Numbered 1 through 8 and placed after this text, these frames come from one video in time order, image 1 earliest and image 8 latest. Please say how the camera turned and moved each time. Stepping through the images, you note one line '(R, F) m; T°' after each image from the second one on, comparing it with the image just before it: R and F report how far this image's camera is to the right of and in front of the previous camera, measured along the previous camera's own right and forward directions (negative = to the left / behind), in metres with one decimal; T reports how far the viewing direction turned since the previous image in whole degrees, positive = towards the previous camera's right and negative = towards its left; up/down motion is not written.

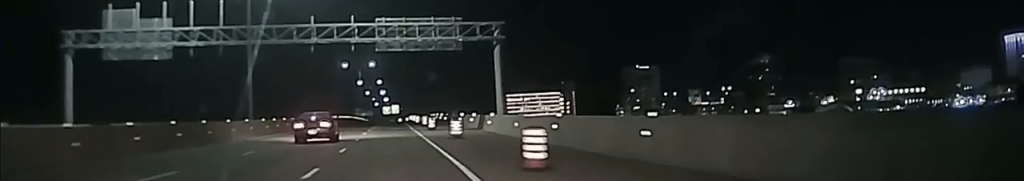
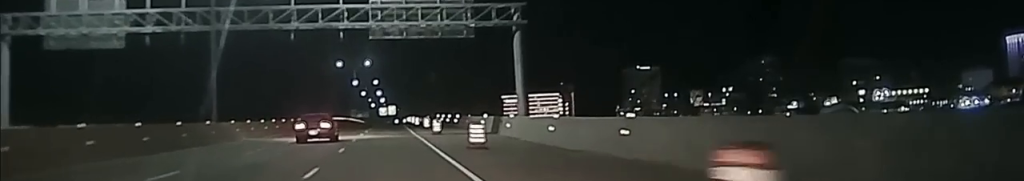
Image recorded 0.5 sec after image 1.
(-0.1, +11.4) m; 0°
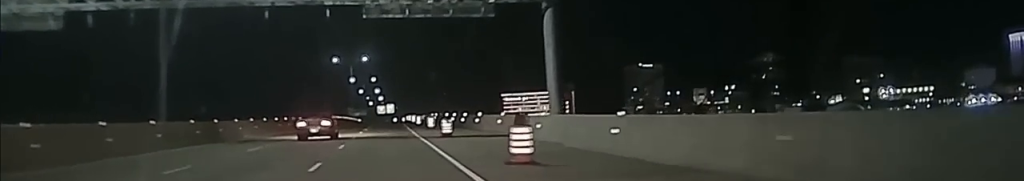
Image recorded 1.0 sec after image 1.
(0.0, +10.7) m; 0°
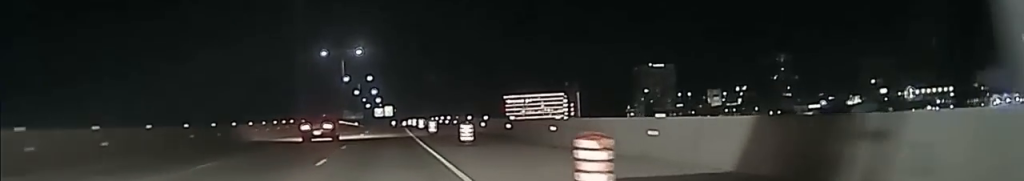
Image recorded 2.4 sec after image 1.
(0.0, +32.1) m; 0°
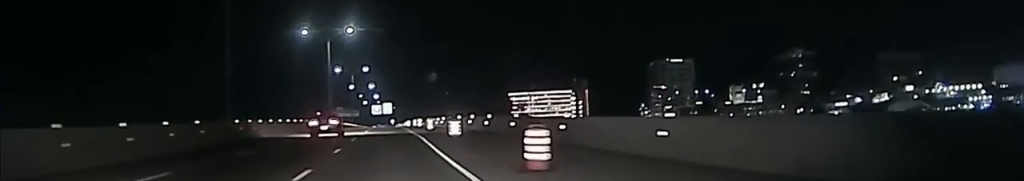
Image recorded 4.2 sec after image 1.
(0.0, +41.8) m; 0°
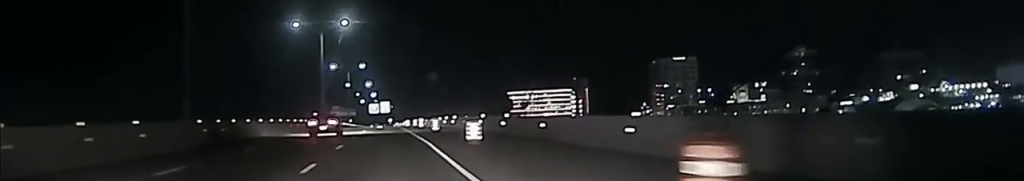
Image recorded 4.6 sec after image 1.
(0.0, +9.8) m; 0°
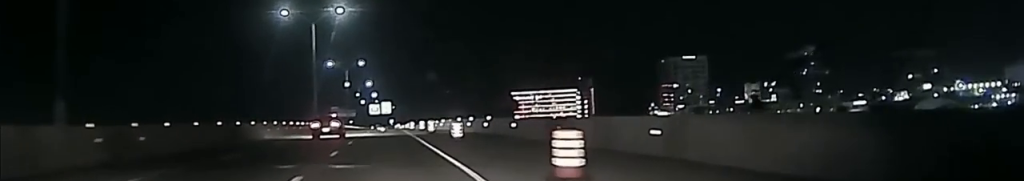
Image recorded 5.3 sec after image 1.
(+0.1, +16.4) m; -1°
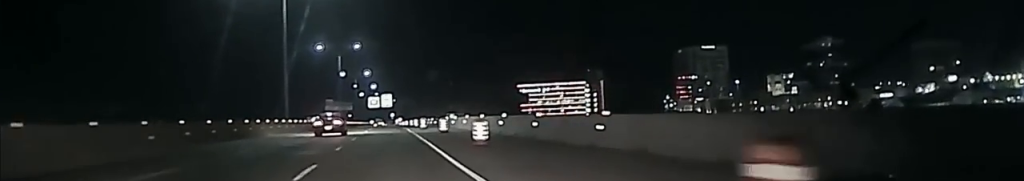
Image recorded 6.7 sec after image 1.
(-0.2, +32.9) m; 0°
